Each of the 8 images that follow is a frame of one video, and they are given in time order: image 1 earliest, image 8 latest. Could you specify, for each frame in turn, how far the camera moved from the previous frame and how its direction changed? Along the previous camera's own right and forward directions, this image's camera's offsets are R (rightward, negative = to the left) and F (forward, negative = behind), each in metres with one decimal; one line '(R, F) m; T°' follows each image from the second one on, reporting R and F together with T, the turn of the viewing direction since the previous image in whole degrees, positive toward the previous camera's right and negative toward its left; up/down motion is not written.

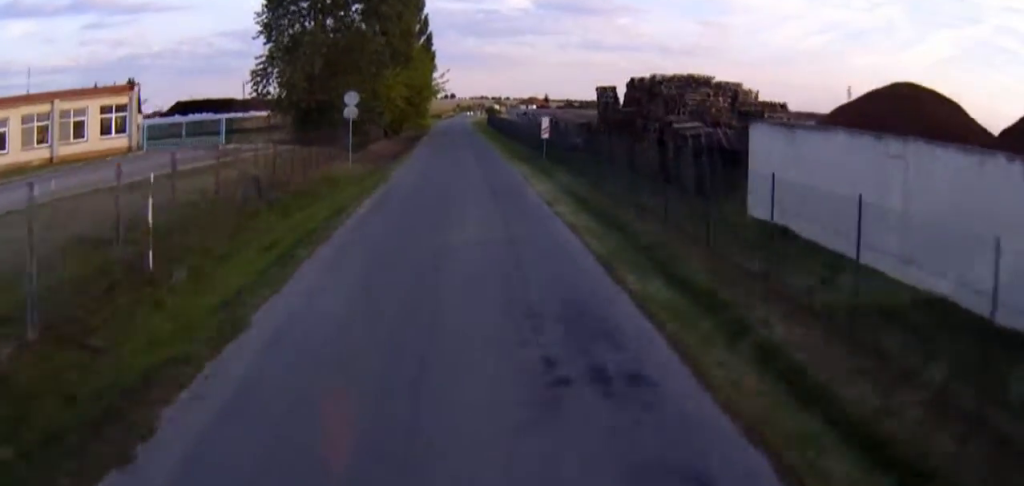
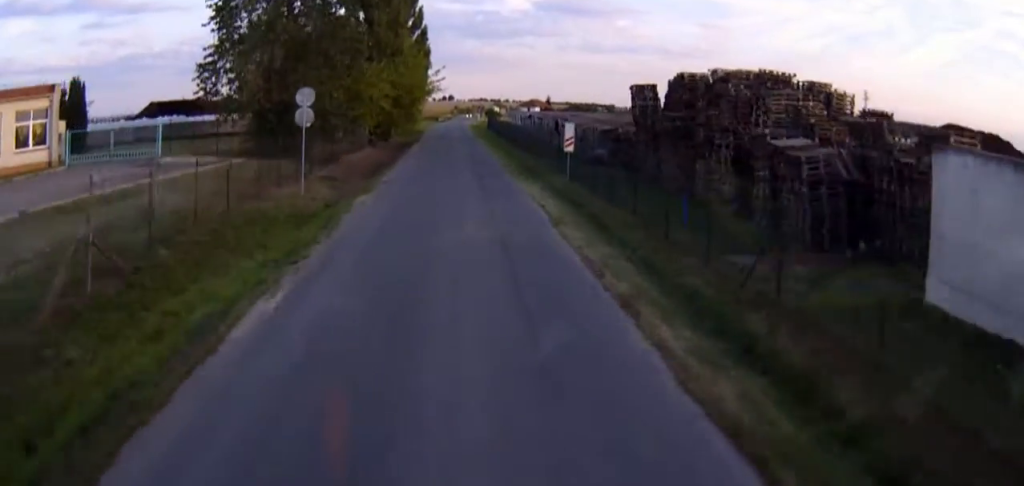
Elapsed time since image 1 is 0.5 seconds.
(-0.1, +9.9) m; -1°
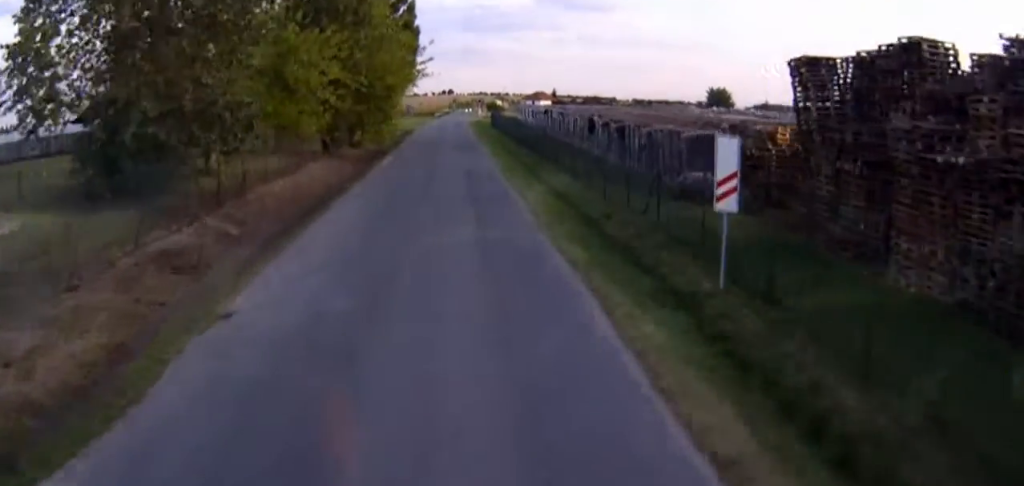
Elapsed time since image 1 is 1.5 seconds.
(-0.3, +18.9) m; -1°
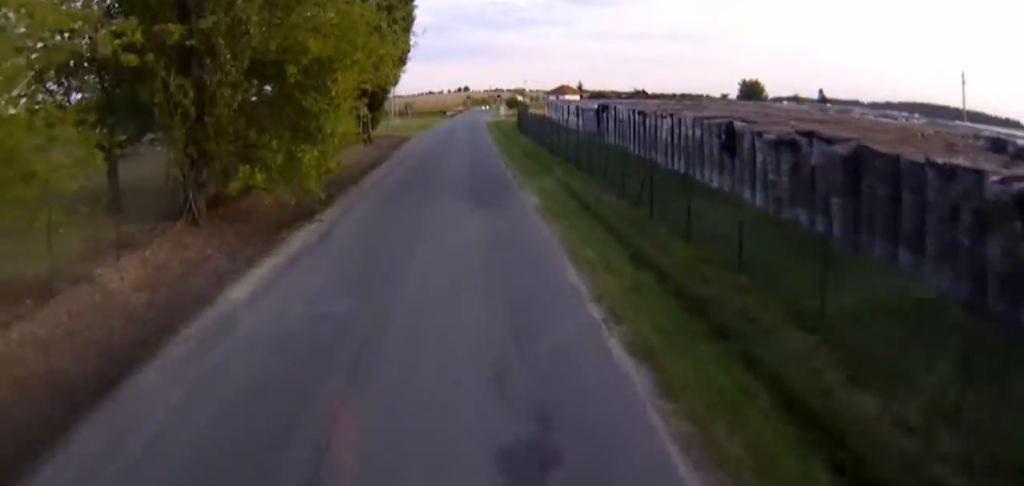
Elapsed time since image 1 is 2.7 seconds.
(-0.2, +22.7) m; -1°
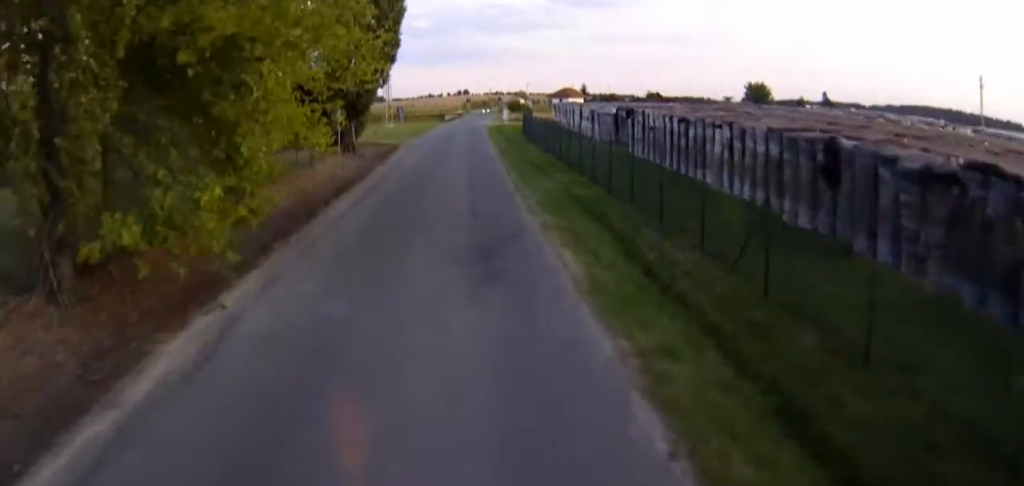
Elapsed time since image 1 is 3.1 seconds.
(0.0, +7.3) m; 0°
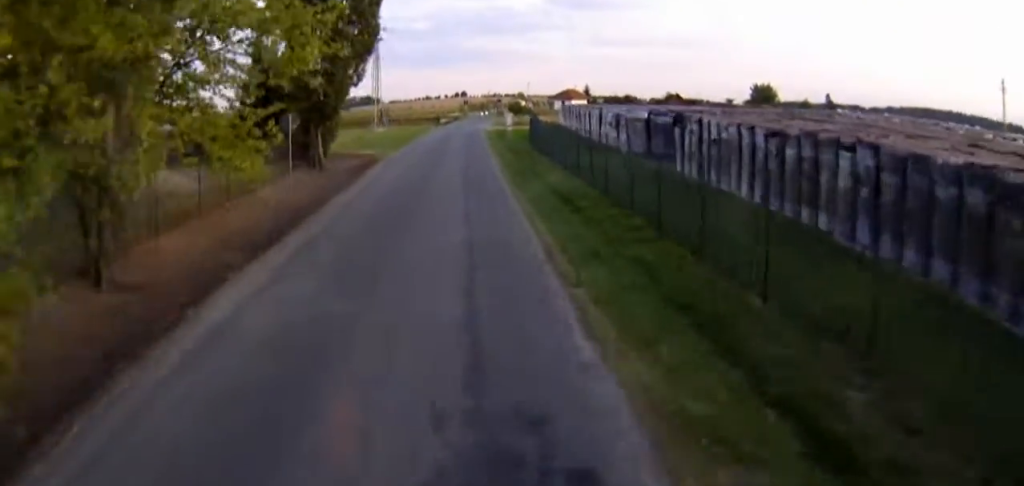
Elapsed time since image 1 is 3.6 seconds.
(0.0, +9.3) m; 0°
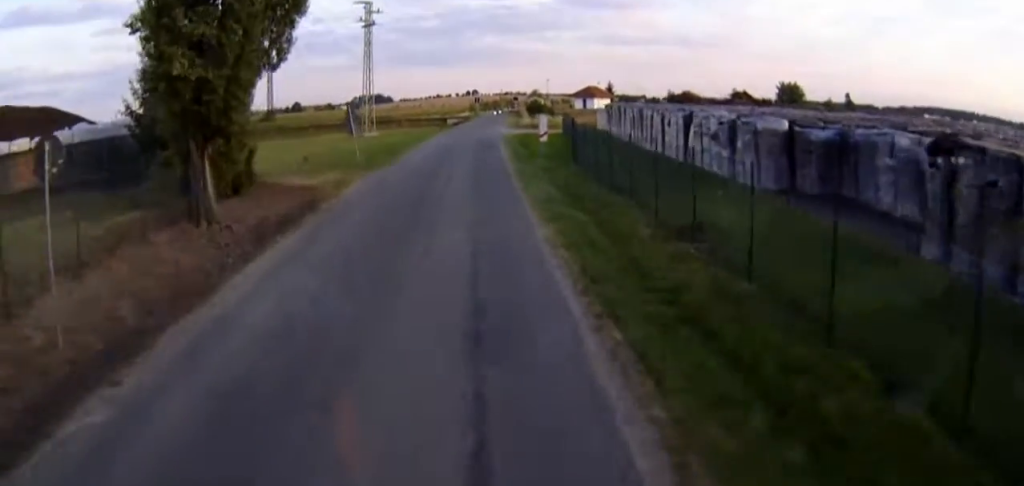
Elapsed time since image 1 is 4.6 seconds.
(-0.2, +16.7) m; 0°
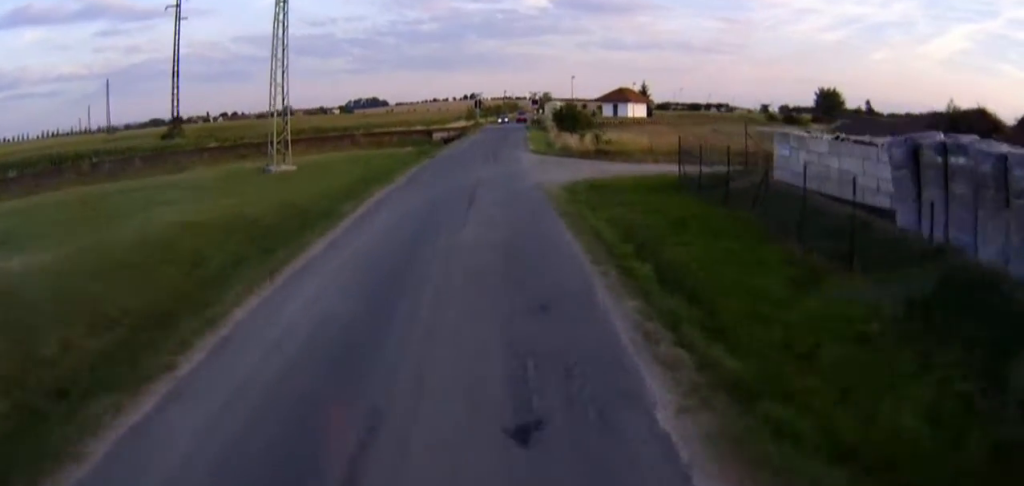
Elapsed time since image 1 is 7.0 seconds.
(+0.7, +35.9) m; +2°
